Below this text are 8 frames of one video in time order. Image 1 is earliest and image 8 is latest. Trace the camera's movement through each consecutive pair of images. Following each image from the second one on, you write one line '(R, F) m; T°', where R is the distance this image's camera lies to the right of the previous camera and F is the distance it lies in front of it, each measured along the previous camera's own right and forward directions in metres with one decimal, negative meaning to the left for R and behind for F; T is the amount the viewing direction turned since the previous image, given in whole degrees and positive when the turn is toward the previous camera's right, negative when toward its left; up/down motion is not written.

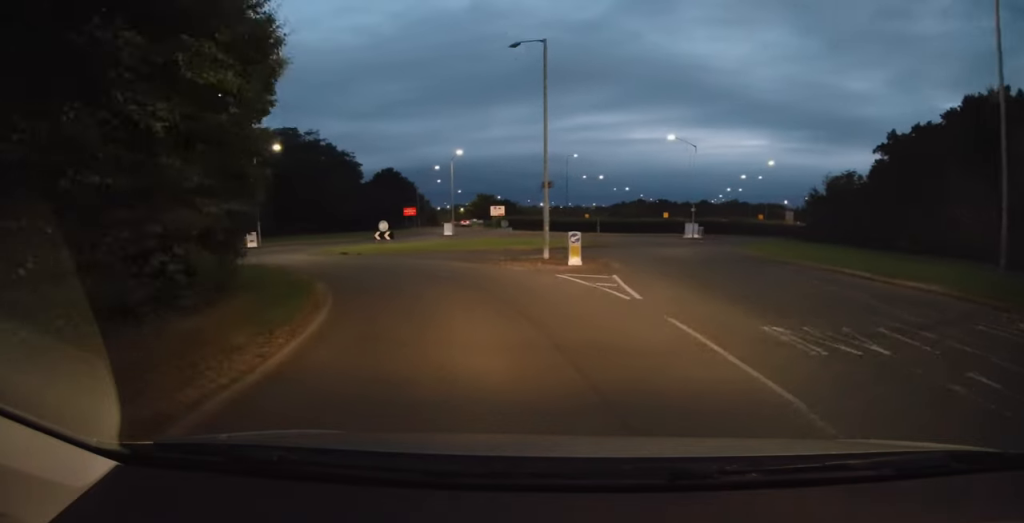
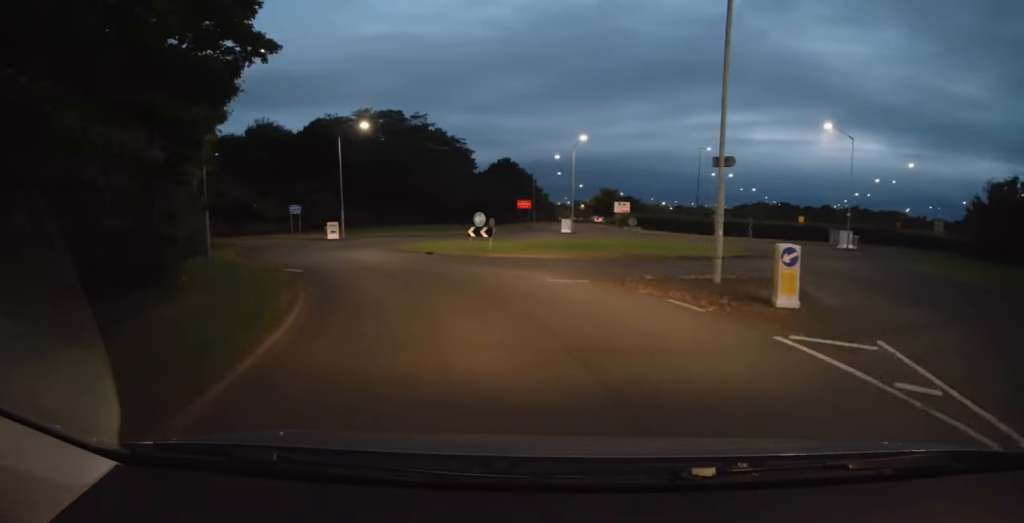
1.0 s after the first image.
(-0.7, +7.0) m; -13°
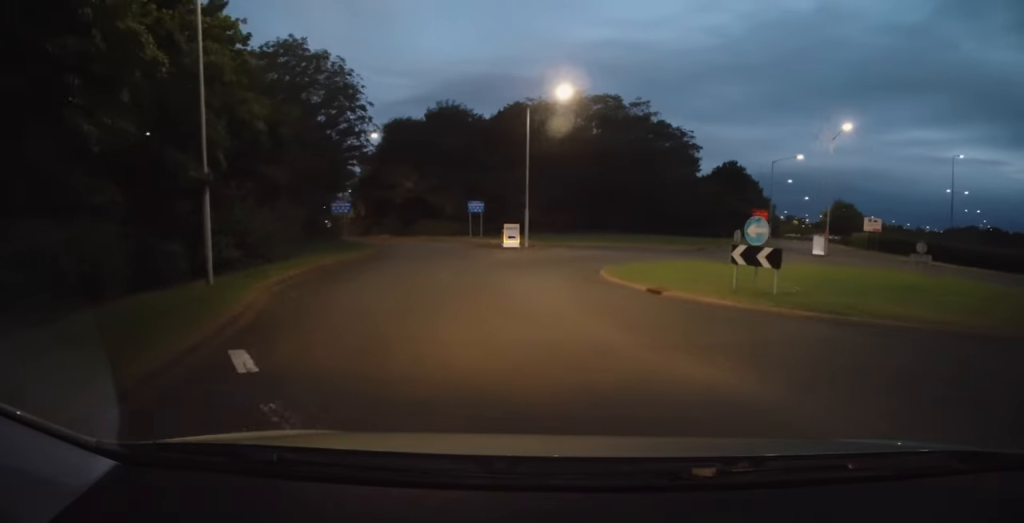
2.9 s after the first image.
(-2.1, +11.9) m; -16°
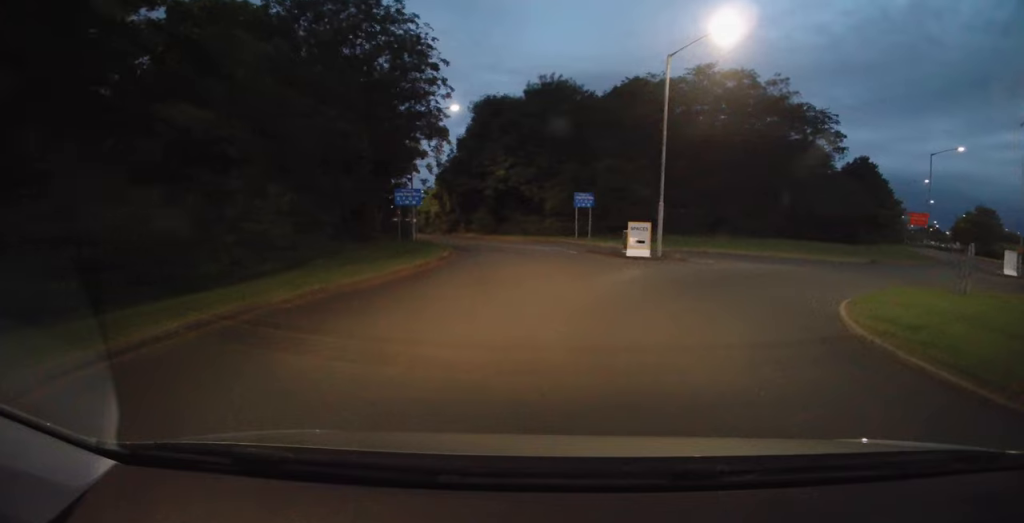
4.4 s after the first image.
(-1.2, +9.0) m; -14°
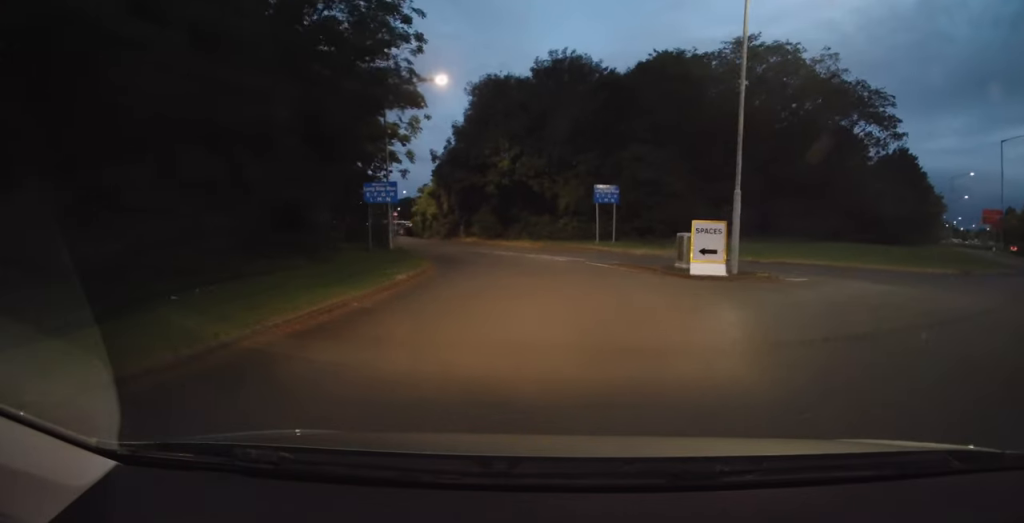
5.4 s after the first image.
(-0.2, +6.8) m; -1°
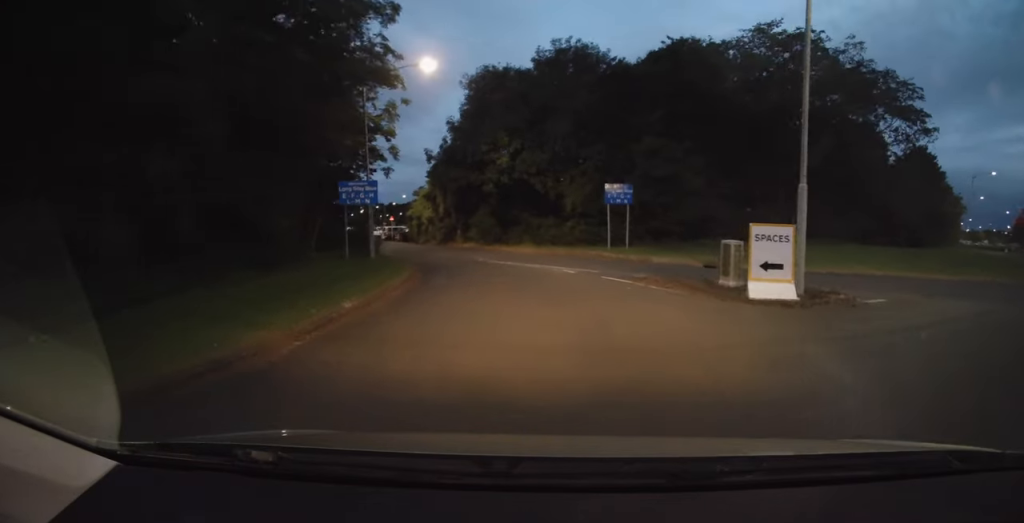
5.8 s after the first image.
(0.0, +3.3) m; -1°
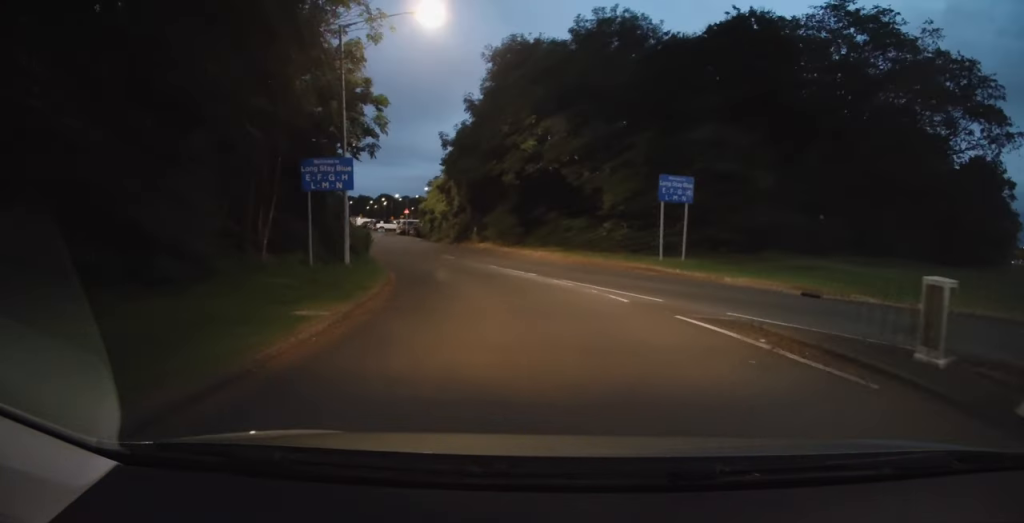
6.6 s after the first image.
(+0.1, +5.5) m; -3°
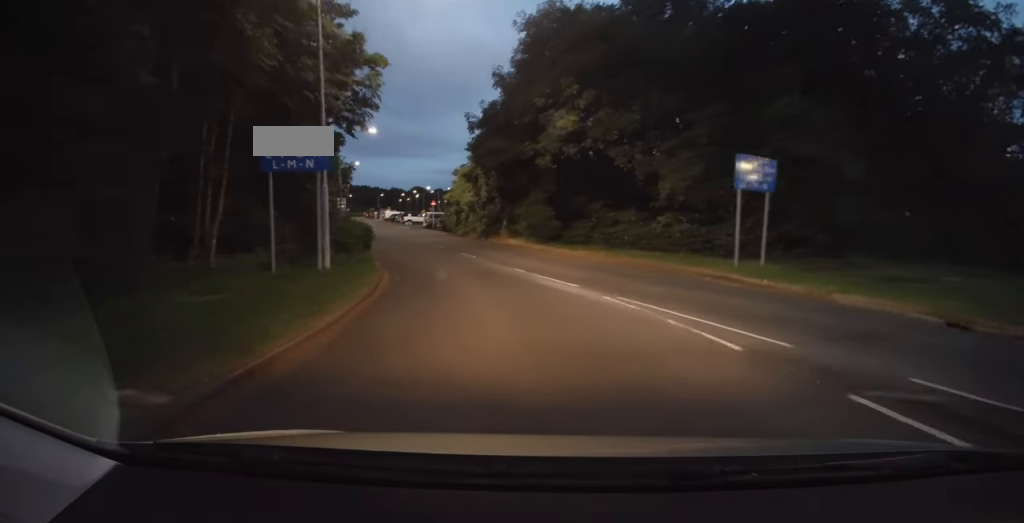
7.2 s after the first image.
(-0.3, +4.2) m; -4°
